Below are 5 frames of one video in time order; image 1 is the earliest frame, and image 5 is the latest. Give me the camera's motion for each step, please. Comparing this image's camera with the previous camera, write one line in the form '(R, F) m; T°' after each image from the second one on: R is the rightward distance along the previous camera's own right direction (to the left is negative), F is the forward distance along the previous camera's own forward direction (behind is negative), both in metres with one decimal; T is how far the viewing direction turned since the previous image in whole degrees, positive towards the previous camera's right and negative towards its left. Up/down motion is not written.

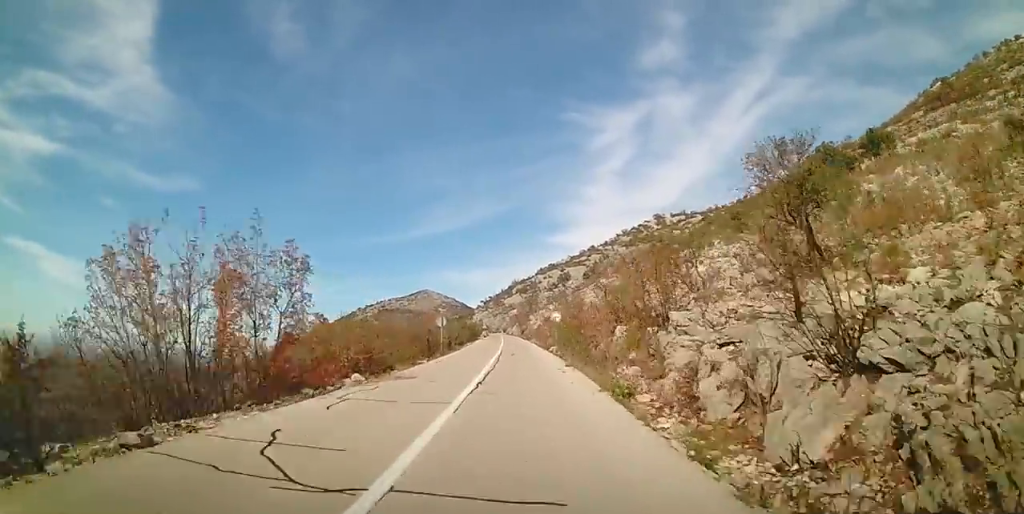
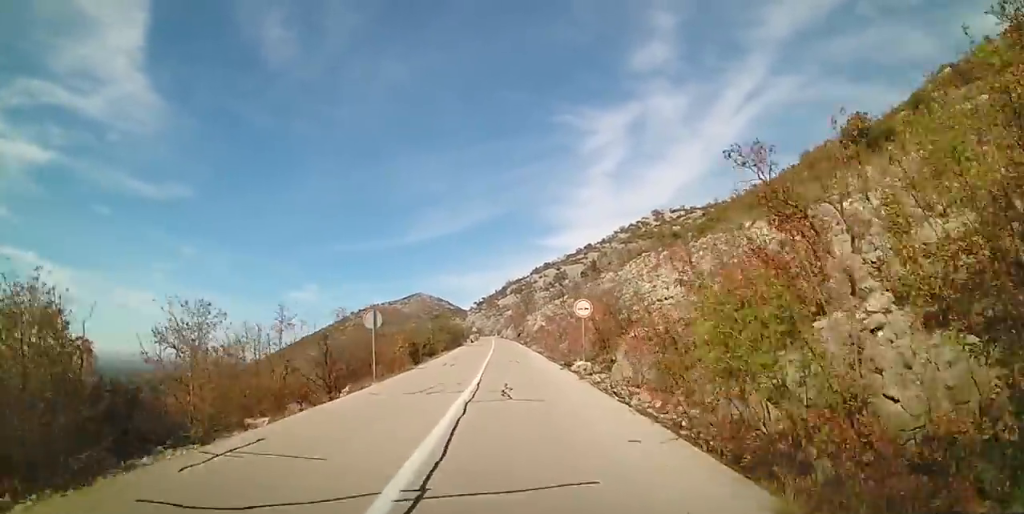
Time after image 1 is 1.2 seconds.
(-0.2, +15.8) m; -1°
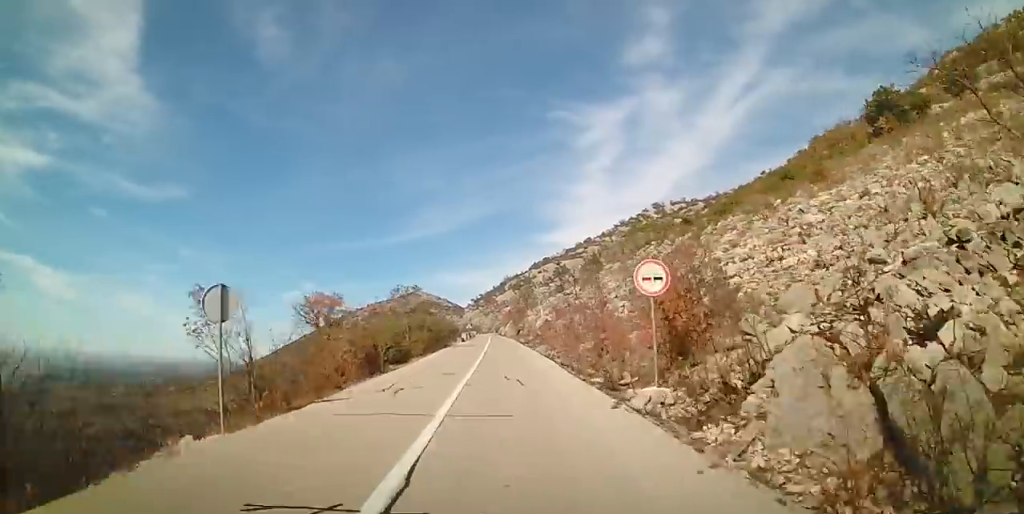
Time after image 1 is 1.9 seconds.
(0.0, +10.1) m; 0°
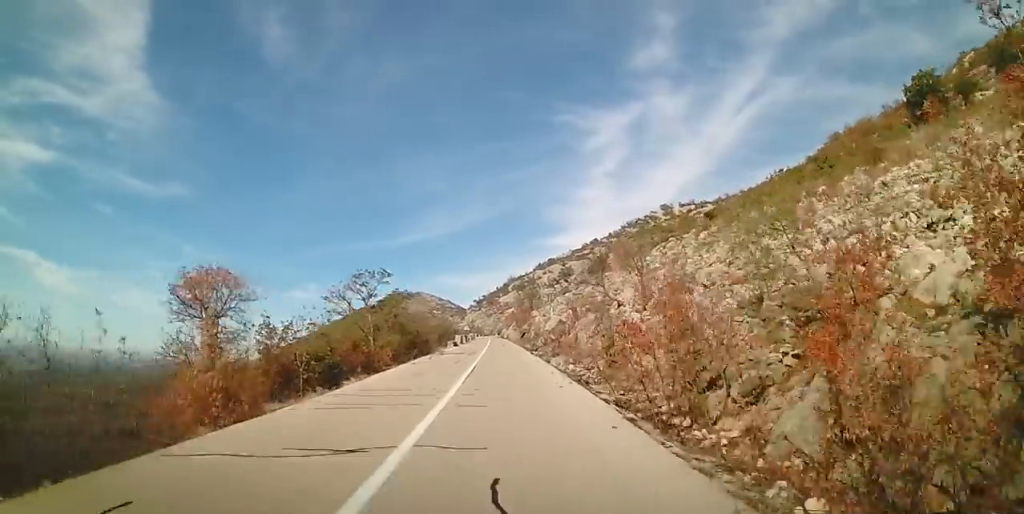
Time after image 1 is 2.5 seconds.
(0.0, +10.0) m; 0°
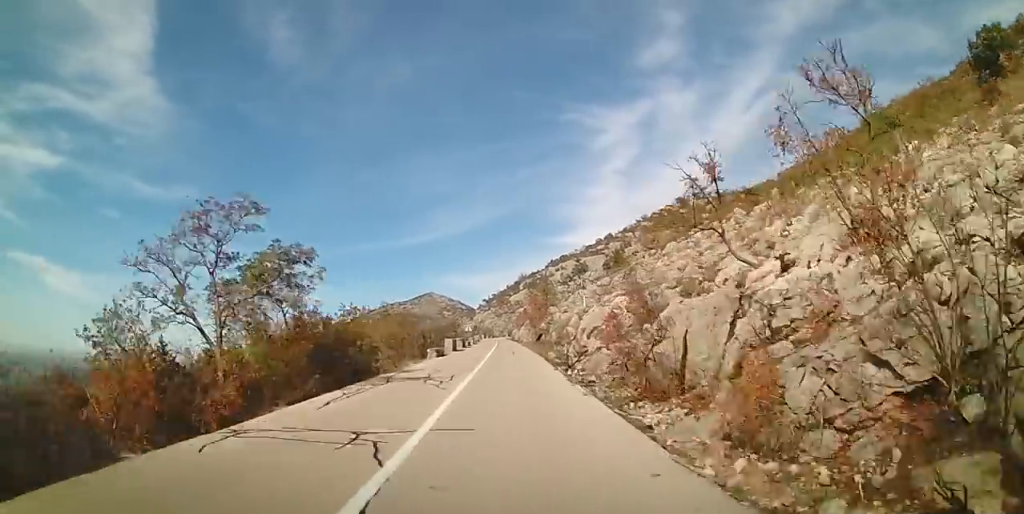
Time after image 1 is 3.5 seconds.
(0.0, +15.2) m; -1°
